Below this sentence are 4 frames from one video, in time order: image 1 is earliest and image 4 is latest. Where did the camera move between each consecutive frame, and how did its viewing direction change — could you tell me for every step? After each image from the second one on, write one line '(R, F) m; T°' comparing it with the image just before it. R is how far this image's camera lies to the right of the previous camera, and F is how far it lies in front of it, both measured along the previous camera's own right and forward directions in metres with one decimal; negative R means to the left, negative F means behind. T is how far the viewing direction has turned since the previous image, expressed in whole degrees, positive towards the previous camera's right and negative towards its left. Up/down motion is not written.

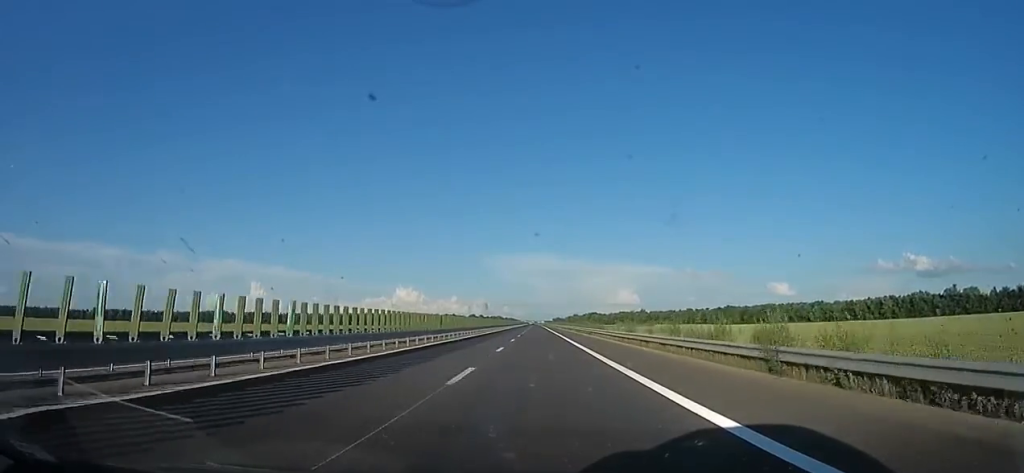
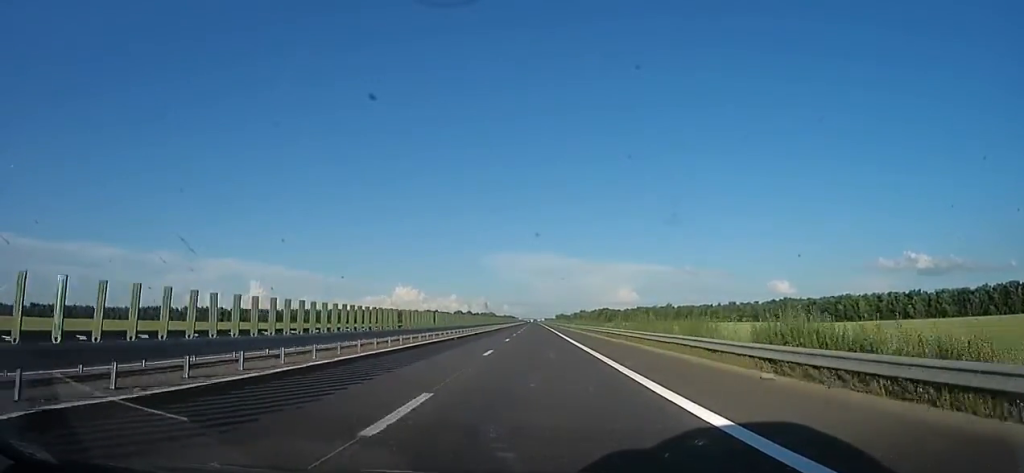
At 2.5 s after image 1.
(+0.9, +88.6) m; +1°
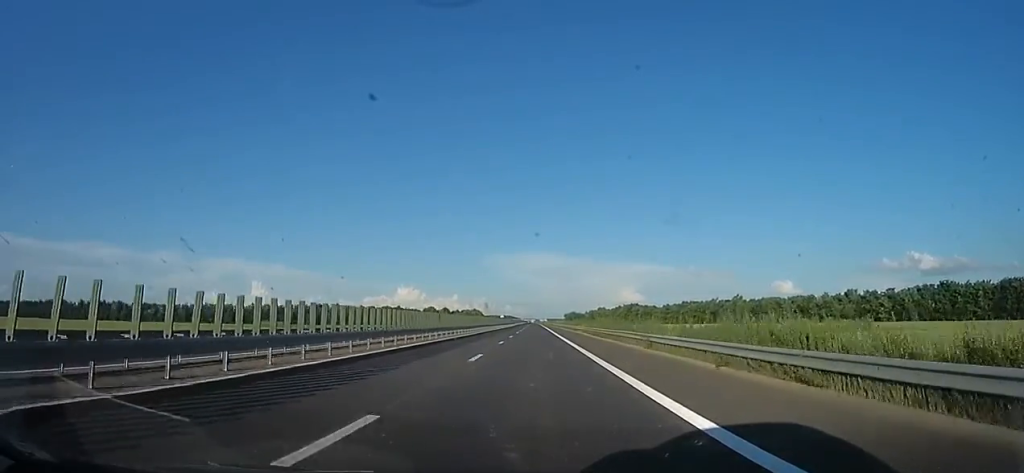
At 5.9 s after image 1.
(-0.9, +121.9) m; 0°
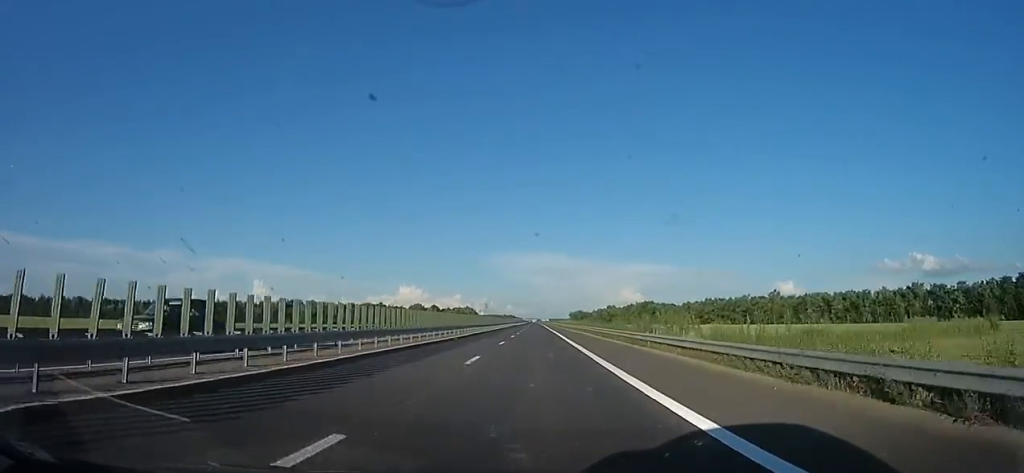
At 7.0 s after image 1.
(+0.2, +37.1) m; -1°
